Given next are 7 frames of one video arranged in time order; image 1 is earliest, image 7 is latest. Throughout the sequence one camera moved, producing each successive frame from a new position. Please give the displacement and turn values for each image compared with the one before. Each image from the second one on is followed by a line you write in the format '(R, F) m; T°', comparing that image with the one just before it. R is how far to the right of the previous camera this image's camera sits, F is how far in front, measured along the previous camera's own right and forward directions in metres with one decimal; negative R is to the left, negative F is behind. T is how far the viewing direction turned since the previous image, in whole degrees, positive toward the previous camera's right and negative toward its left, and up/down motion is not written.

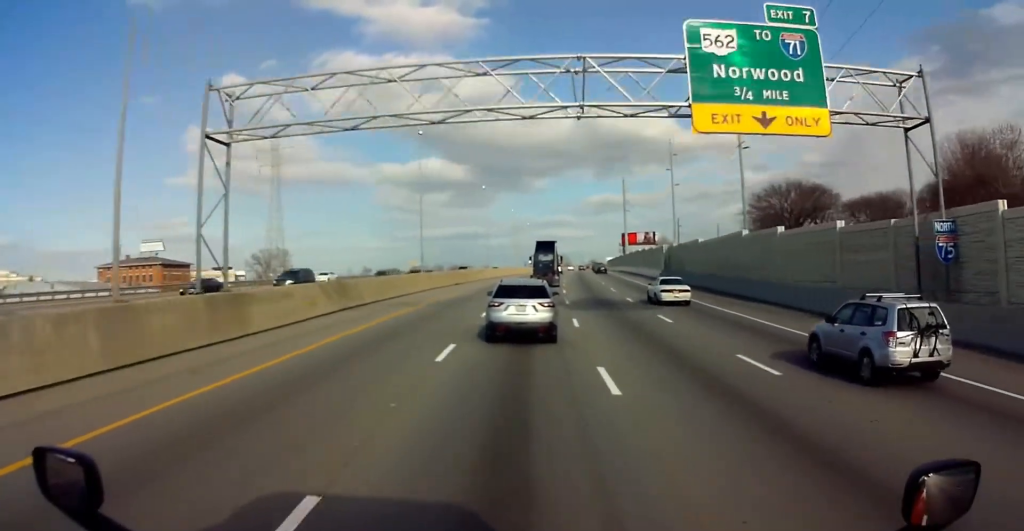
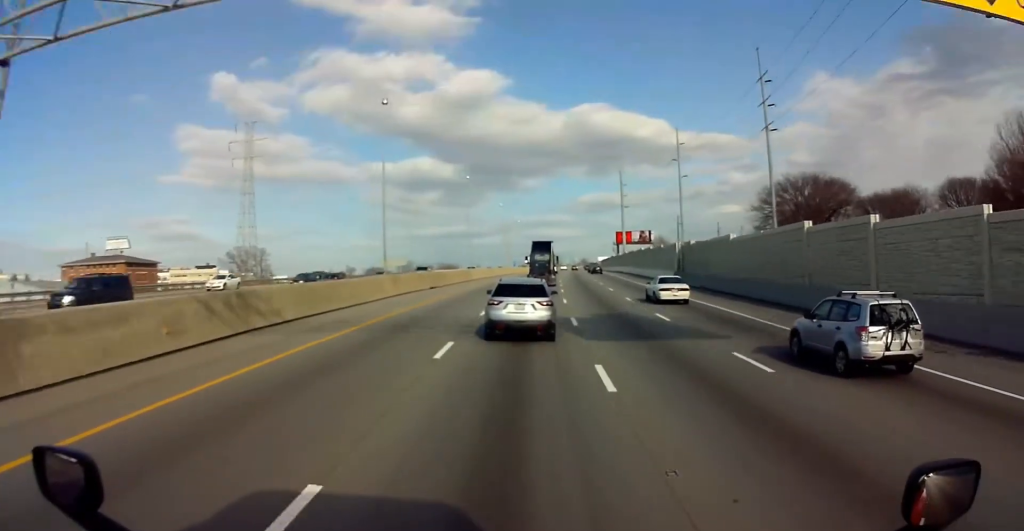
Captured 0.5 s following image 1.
(+0.4, +12.0) m; +1°
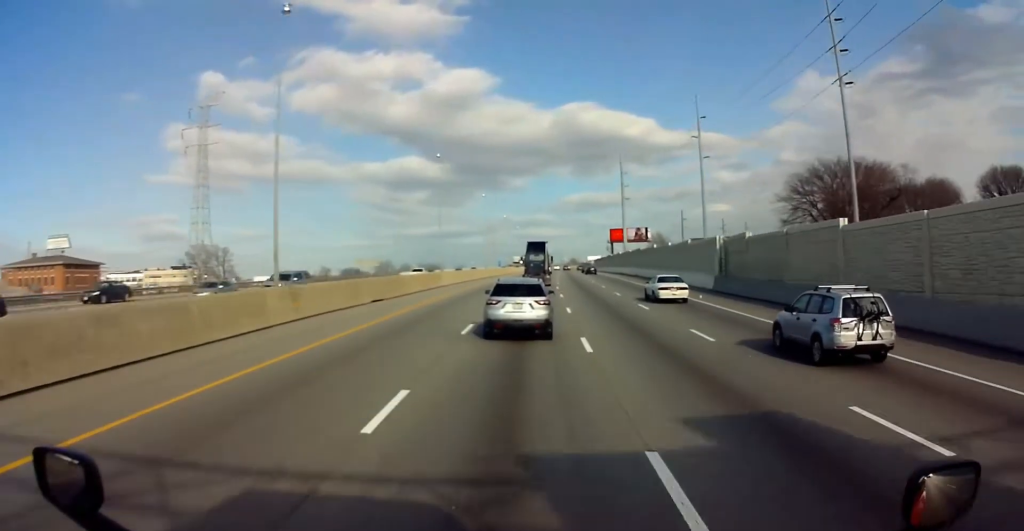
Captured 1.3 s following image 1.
(0.0, +19.1) m; 0°
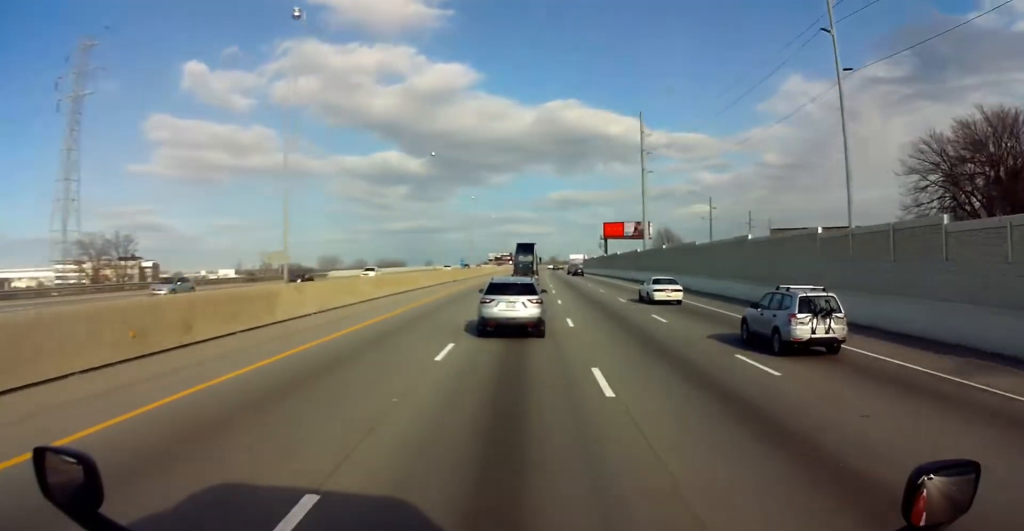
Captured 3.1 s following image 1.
(+0.2, +42.2) m; 0°
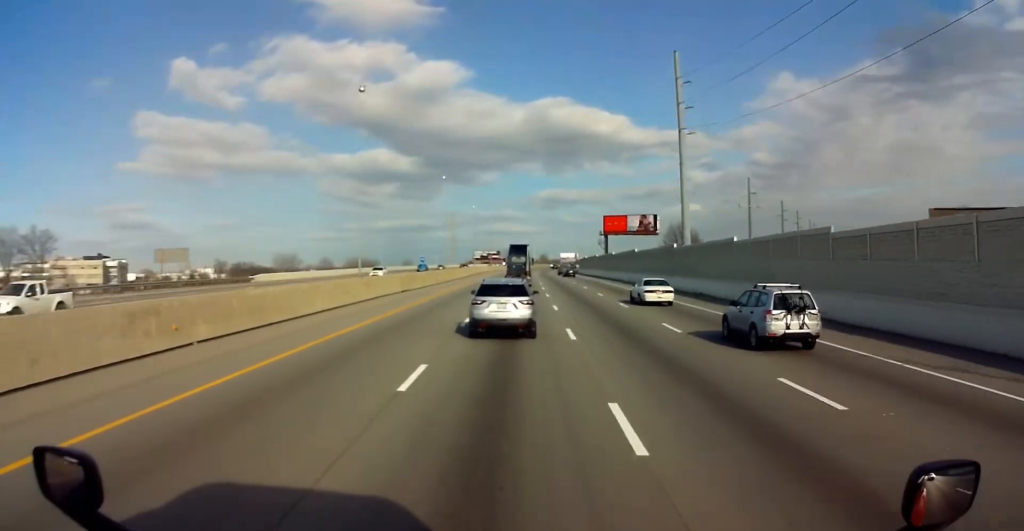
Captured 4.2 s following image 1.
(-0.1, +27.9) m; 0°
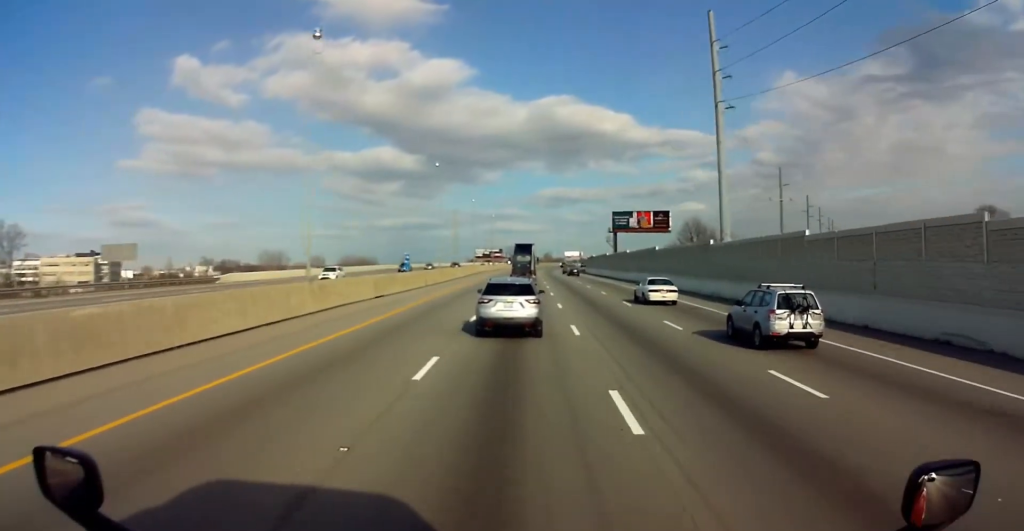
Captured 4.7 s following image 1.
(0.0, +11.1) m; 0°
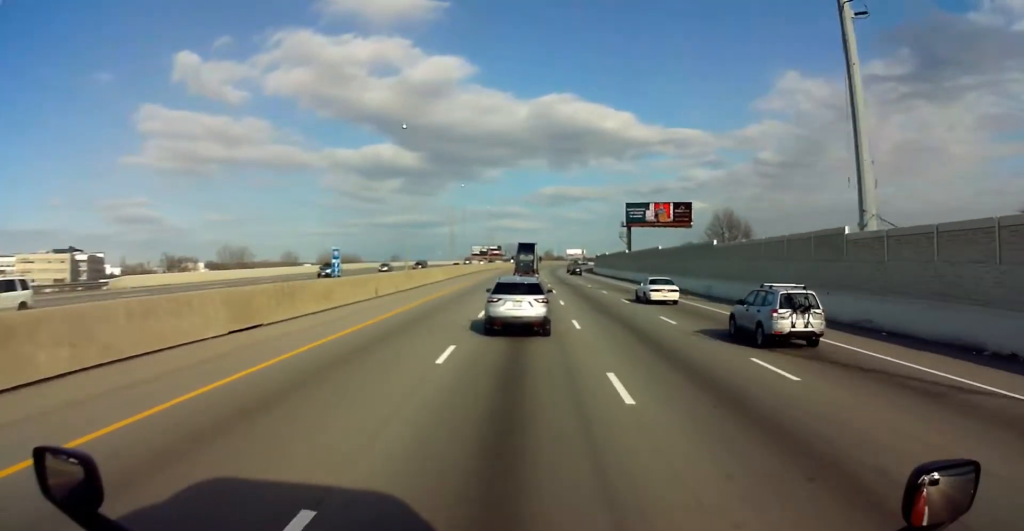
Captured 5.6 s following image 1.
(0.0, +22.3) m; 0°
